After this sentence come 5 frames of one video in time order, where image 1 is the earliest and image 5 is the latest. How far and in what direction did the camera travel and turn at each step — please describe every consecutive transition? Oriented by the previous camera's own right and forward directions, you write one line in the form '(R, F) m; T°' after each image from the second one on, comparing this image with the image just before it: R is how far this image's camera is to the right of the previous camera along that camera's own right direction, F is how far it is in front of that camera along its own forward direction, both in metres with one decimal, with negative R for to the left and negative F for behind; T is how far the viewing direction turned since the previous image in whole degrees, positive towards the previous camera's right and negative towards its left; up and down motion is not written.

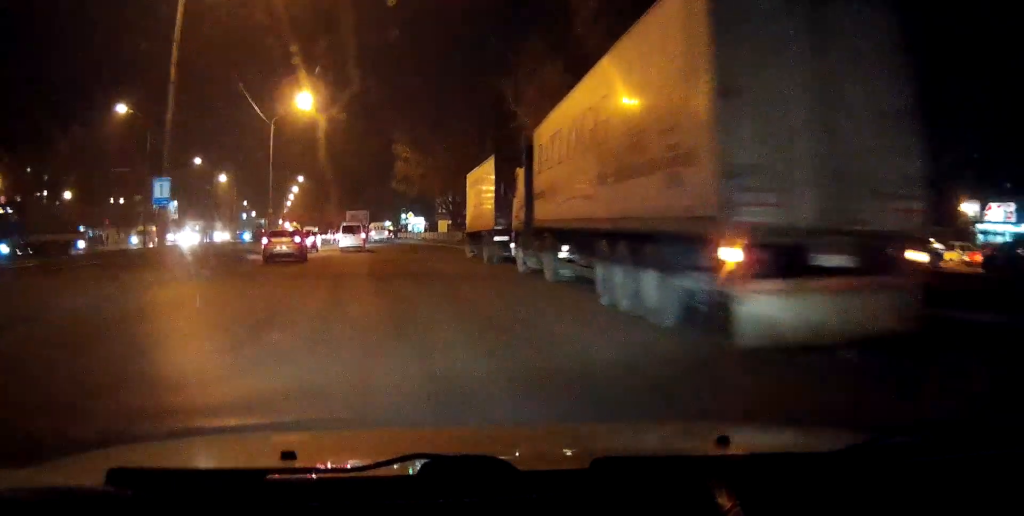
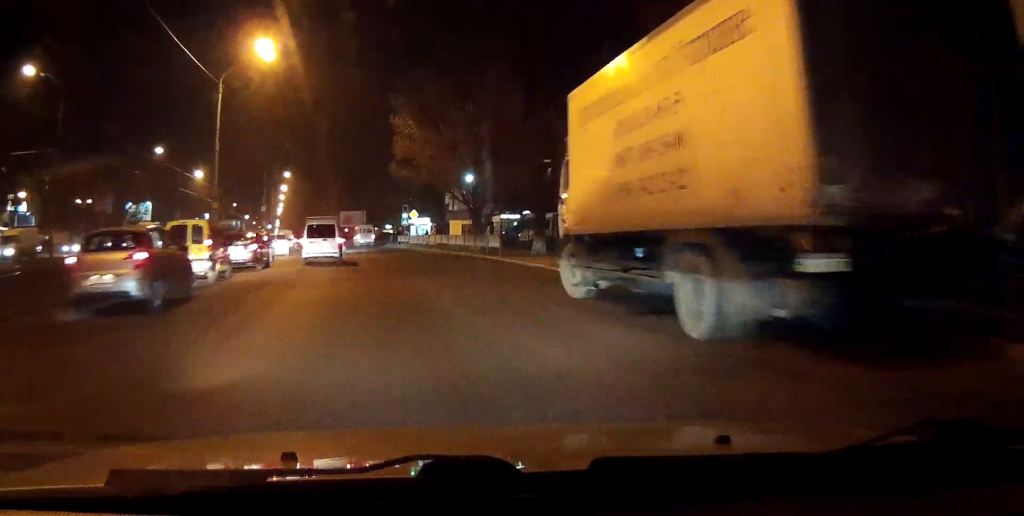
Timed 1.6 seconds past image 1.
(-0.1, +19.7) m; 0°
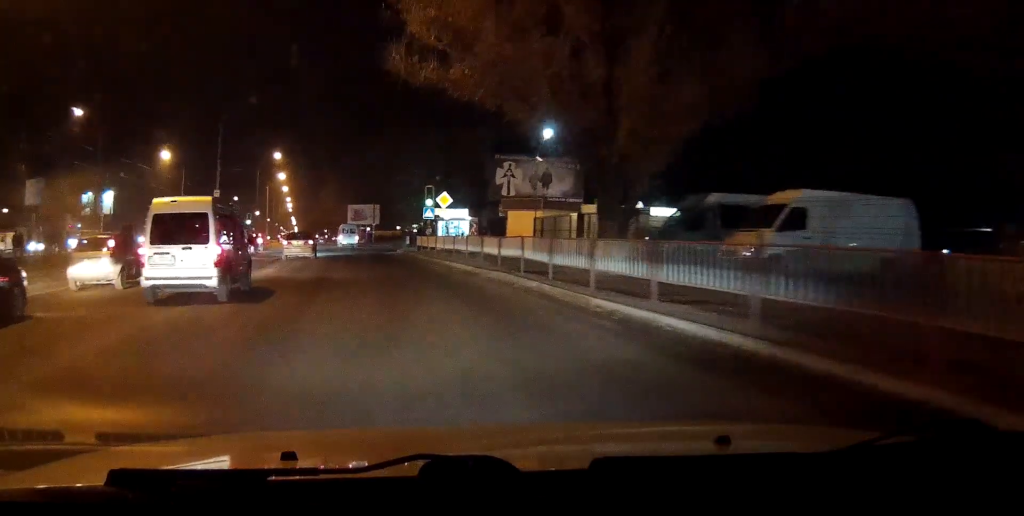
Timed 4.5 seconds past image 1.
(-0.3, +31.3) m; -3°
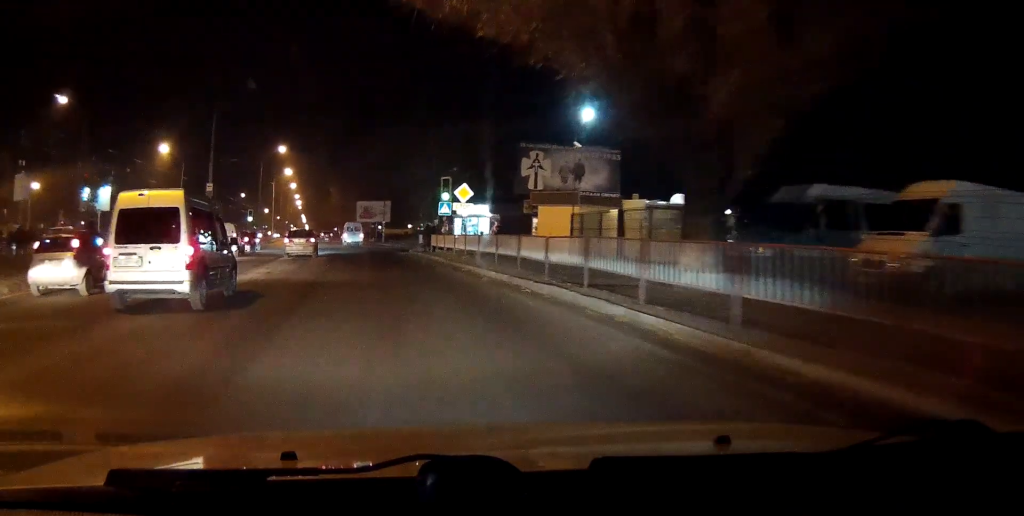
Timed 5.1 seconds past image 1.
(0.0, +6.0) m; -1°
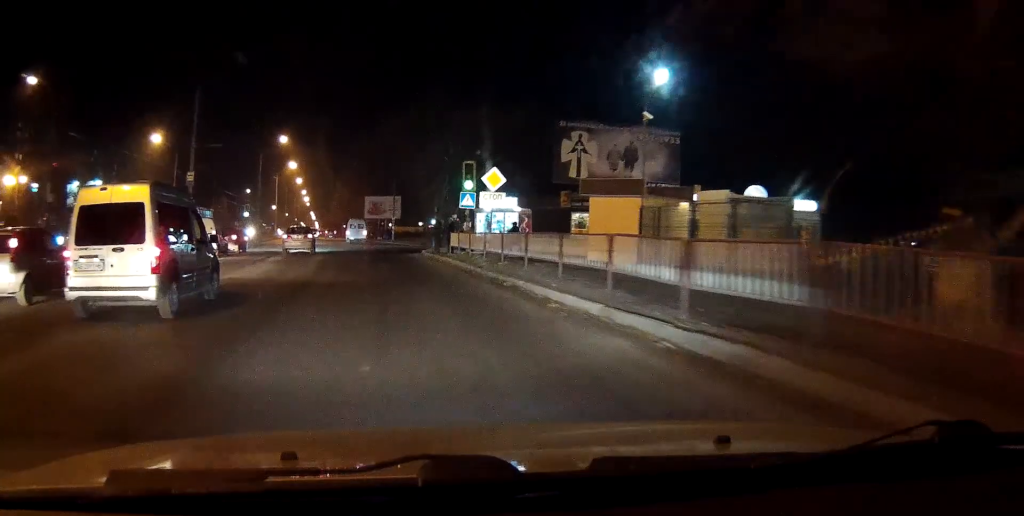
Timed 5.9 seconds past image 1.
(-0.2, +7.9) m; -1°
